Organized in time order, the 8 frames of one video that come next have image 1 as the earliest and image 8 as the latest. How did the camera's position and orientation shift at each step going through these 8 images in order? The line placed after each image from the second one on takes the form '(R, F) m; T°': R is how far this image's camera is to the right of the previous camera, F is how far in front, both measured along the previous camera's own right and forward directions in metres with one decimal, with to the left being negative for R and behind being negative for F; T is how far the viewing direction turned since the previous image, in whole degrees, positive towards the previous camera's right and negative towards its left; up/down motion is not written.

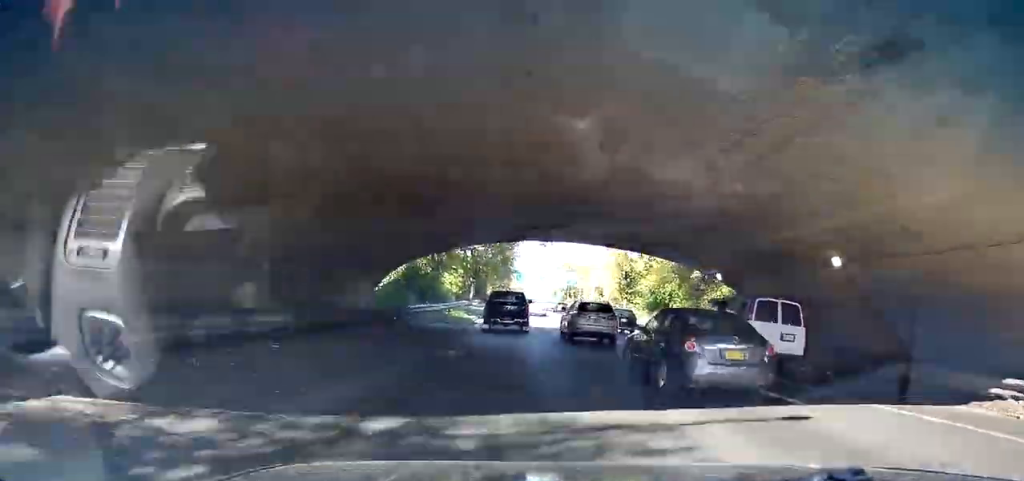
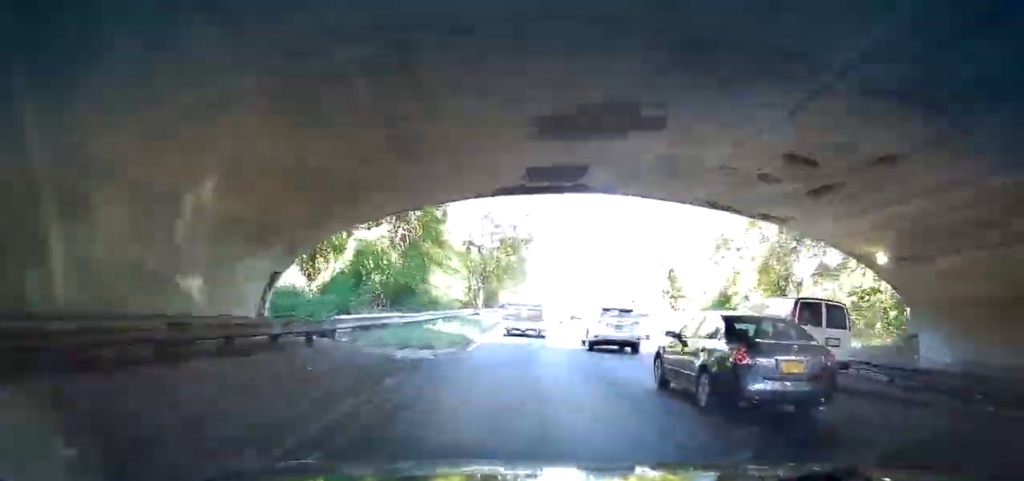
(-0.4, +12.3) m; +1°
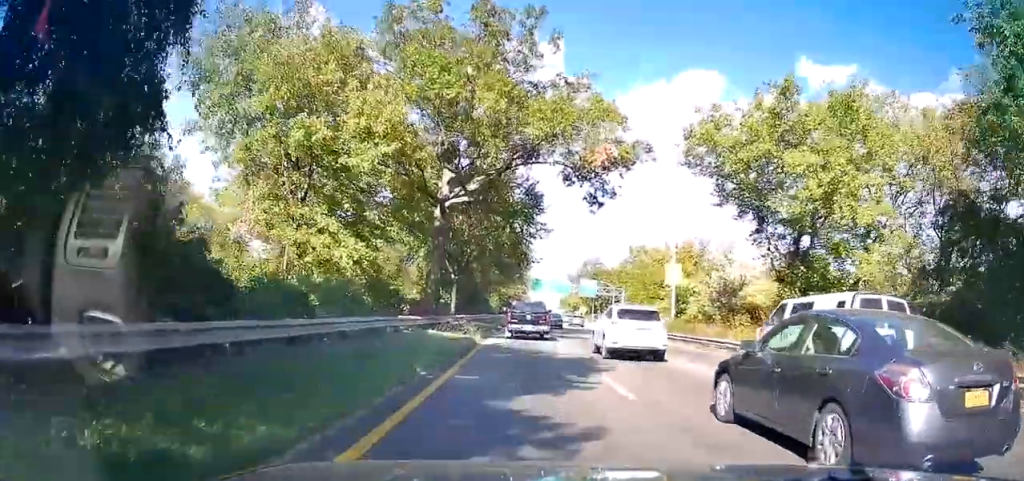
(+1.0, +23.8) m; +2°
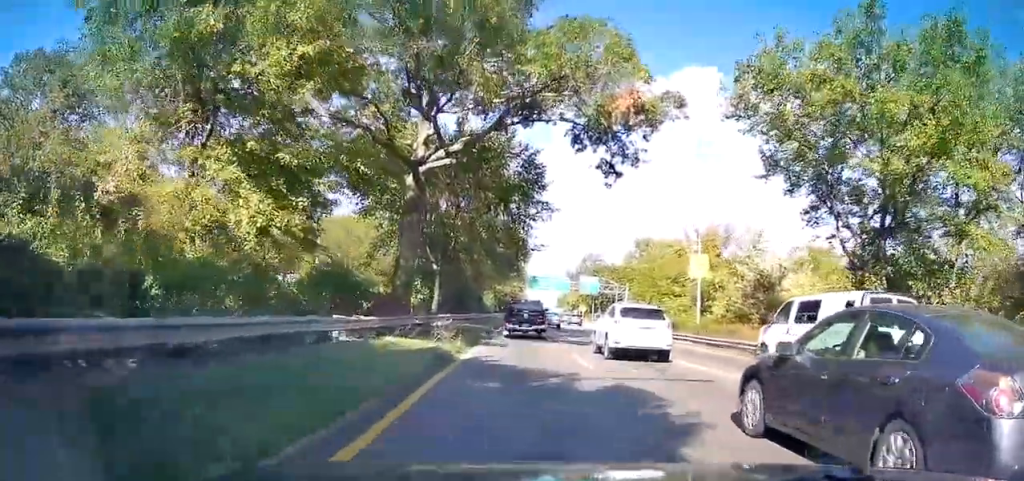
(0.0, +7.0) m; 0°
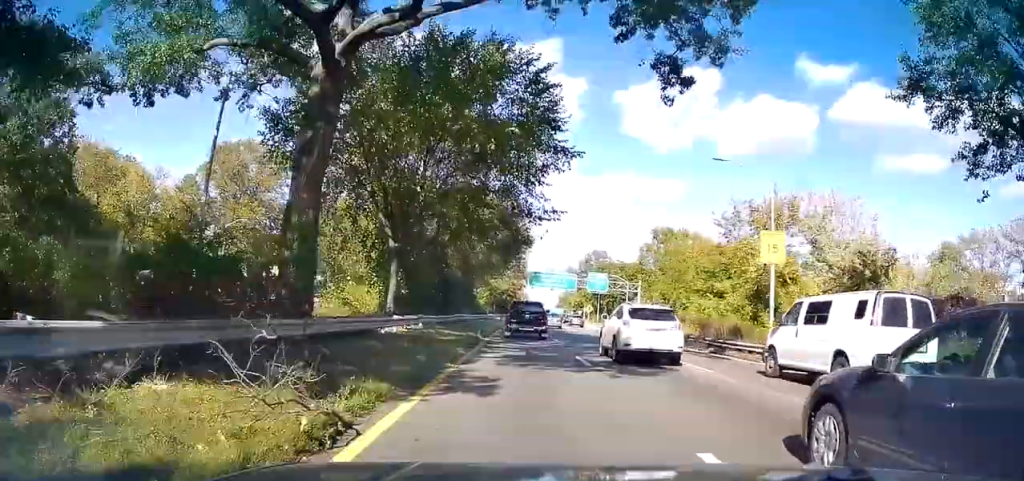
(0.0, +11.4) m; +1°
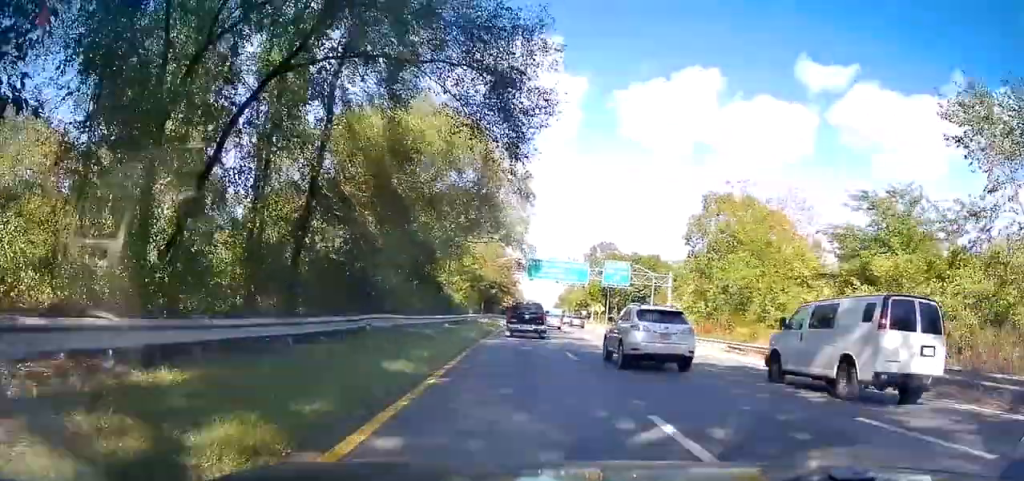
(-0.2, +22.5) m; -2°
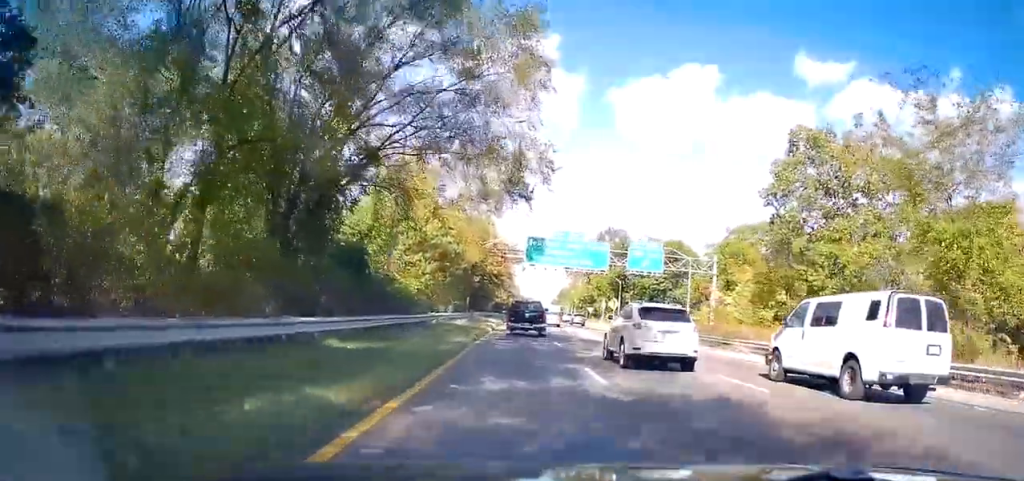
(-0.2, +18.6) m; 0°
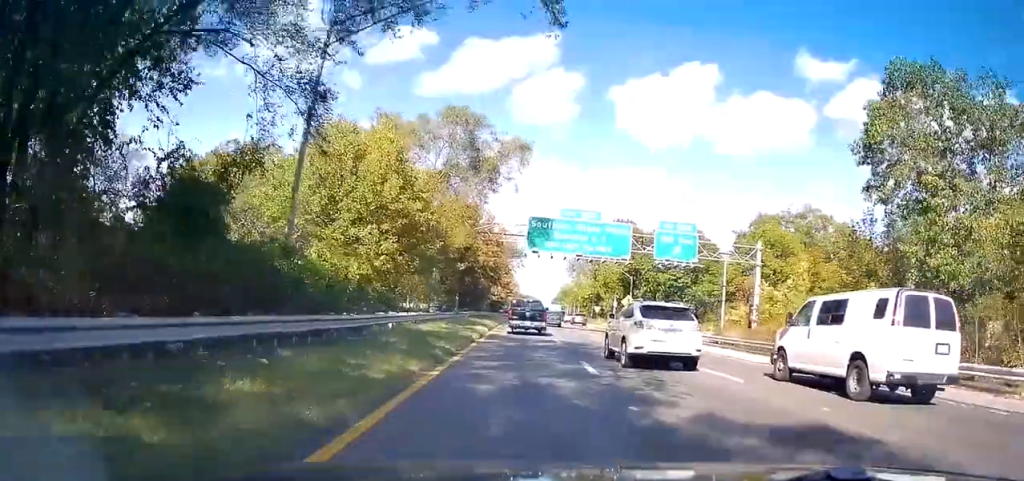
(+0.1, +10.9) m; +1°
